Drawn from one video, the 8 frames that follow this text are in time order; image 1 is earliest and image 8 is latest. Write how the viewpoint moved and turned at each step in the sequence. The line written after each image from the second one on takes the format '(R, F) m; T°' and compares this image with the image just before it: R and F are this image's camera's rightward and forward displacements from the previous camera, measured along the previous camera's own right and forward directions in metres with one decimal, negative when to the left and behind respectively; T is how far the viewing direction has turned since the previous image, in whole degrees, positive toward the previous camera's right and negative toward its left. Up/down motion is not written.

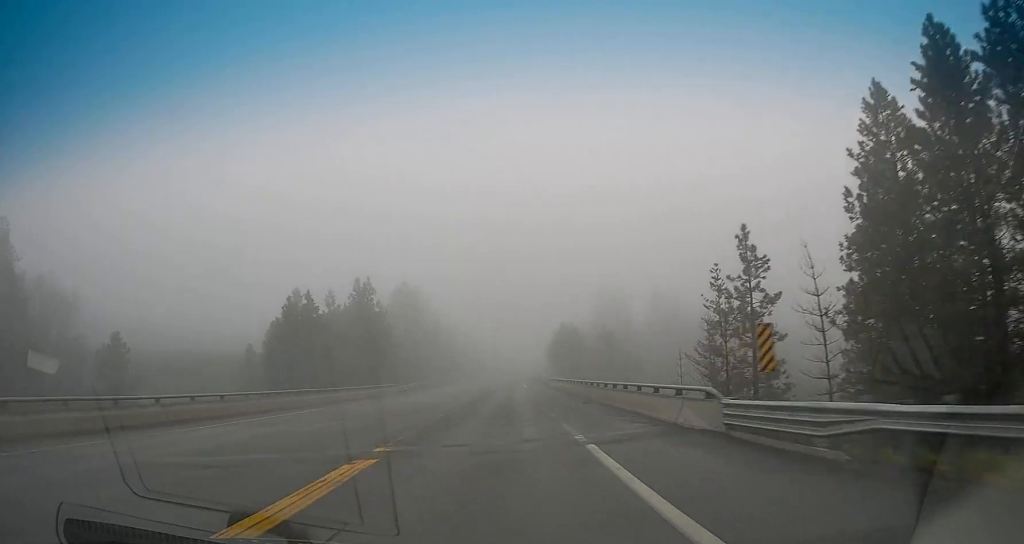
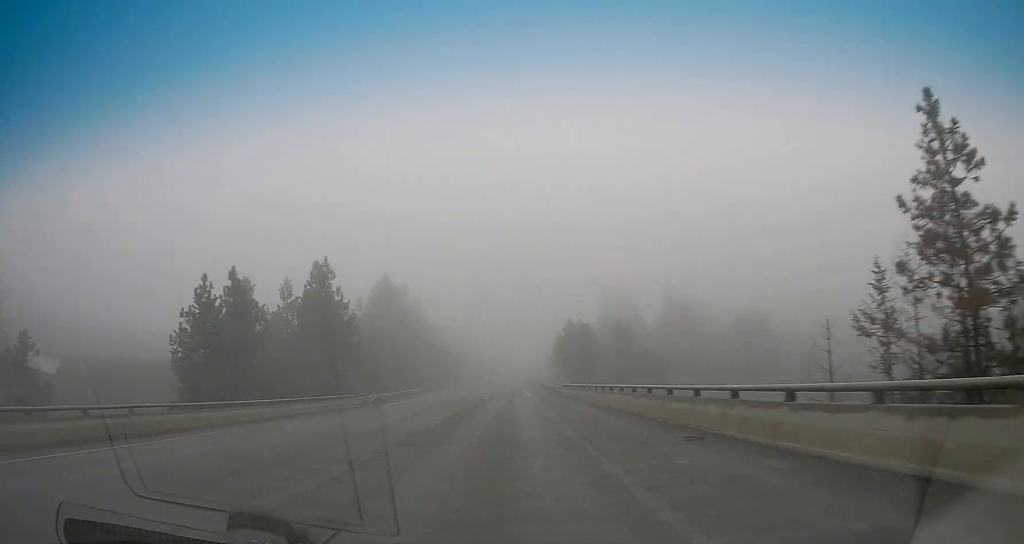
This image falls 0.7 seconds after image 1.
(0.0, +17.8) m; 0°
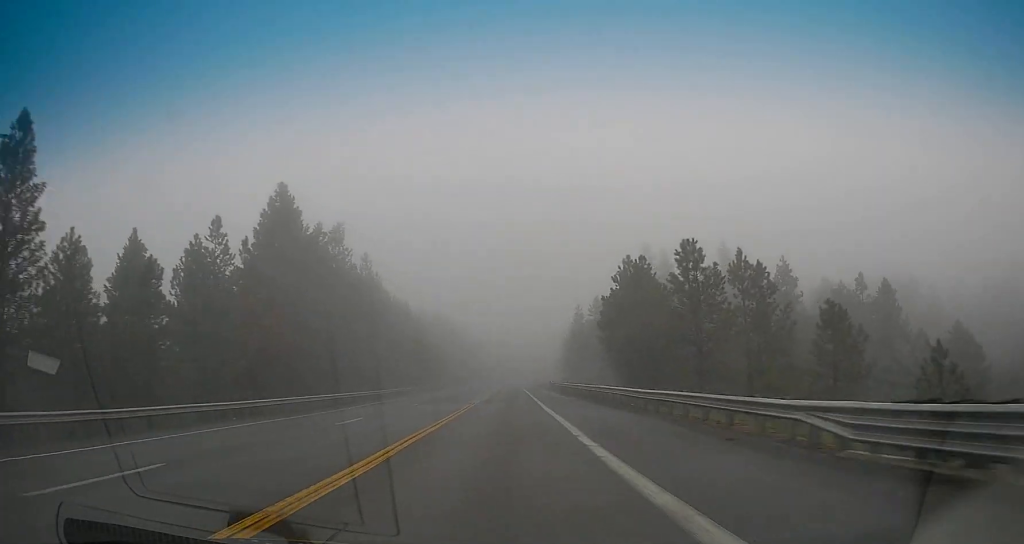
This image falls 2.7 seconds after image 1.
(-0.3, +53.5) m; -1°
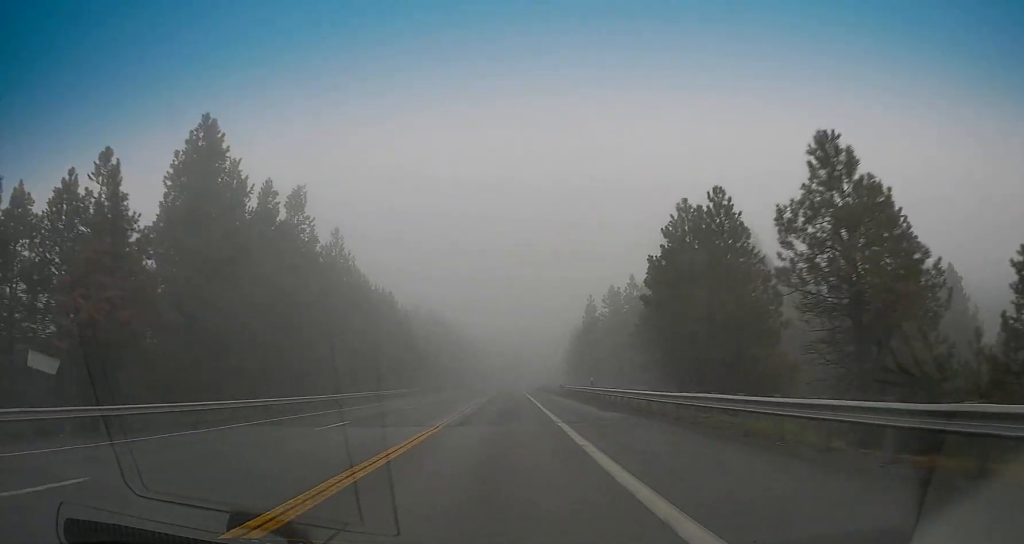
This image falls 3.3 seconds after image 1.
(-0.2, +17.8) m; 0°
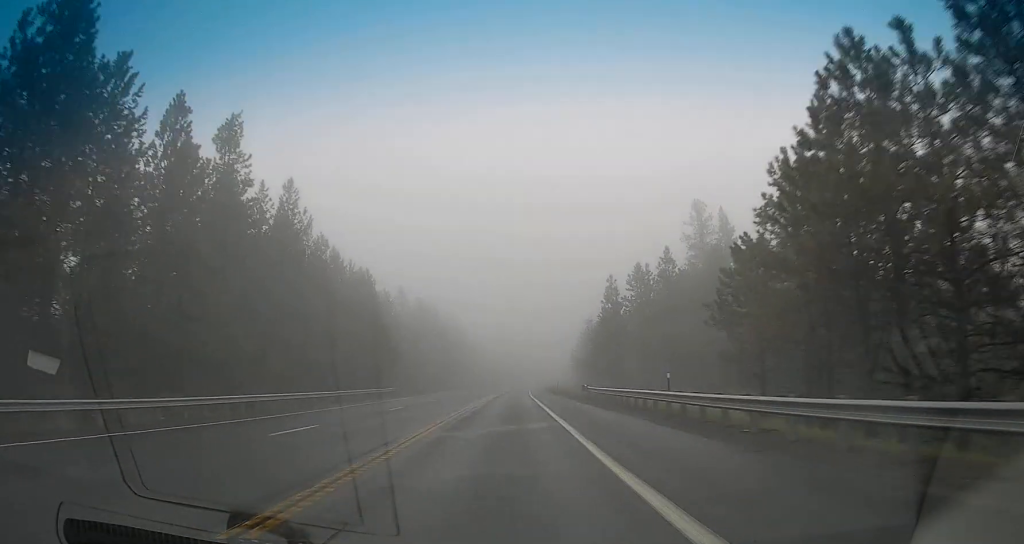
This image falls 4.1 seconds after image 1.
(+0.2, +19.5) m; 0°
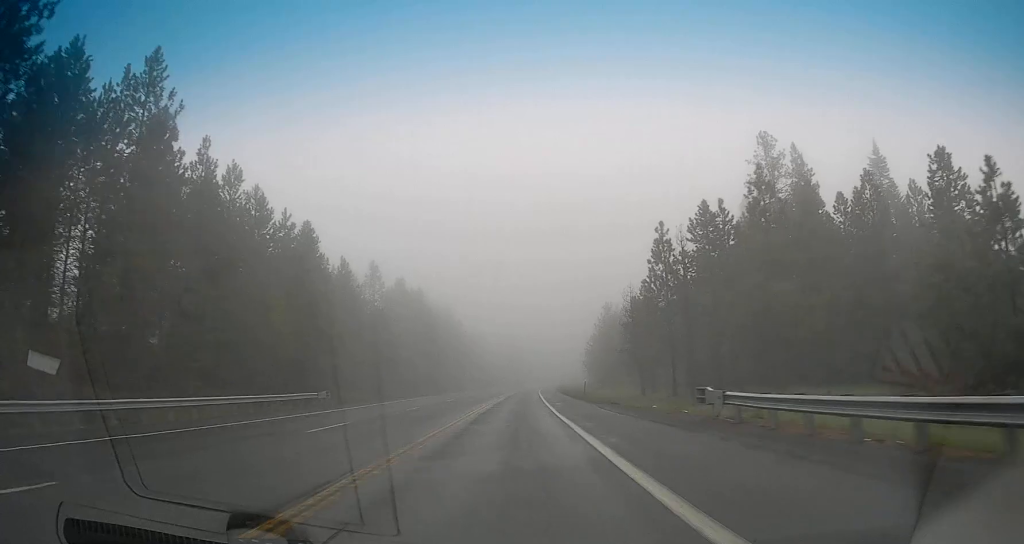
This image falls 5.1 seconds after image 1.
(+0.1, +28.4) m; +1°
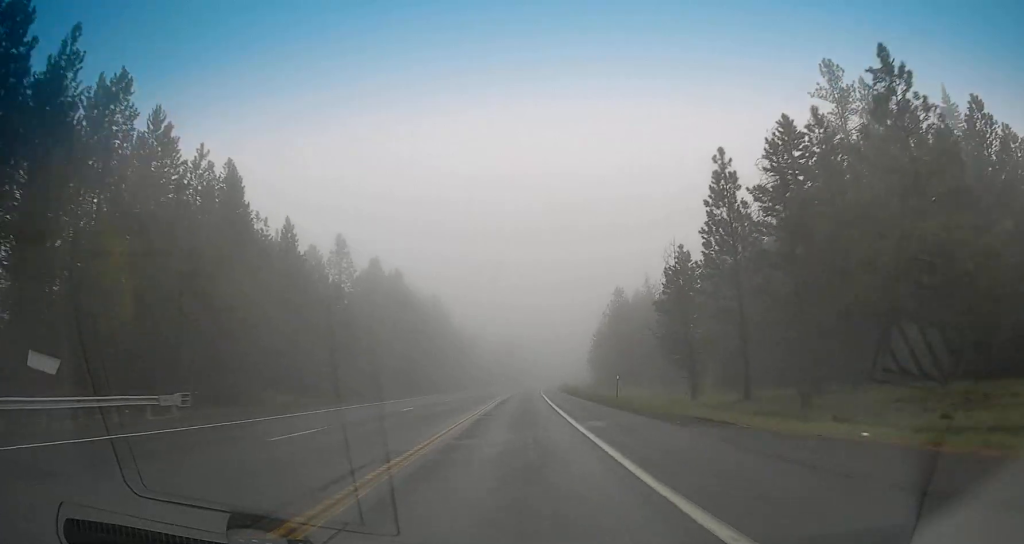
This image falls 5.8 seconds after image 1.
(+0.1, +18.6) m; 0°
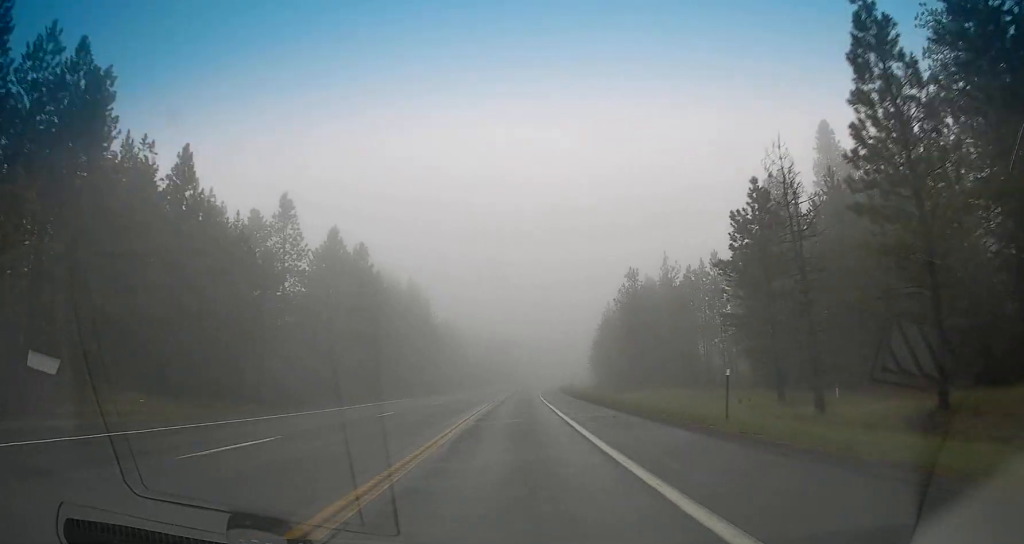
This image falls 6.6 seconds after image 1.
(+0.2, +19.5) m; -1°
